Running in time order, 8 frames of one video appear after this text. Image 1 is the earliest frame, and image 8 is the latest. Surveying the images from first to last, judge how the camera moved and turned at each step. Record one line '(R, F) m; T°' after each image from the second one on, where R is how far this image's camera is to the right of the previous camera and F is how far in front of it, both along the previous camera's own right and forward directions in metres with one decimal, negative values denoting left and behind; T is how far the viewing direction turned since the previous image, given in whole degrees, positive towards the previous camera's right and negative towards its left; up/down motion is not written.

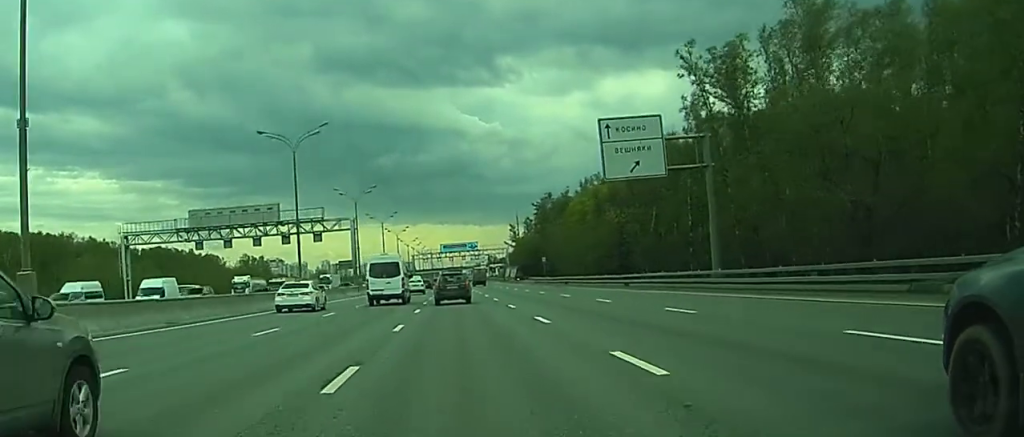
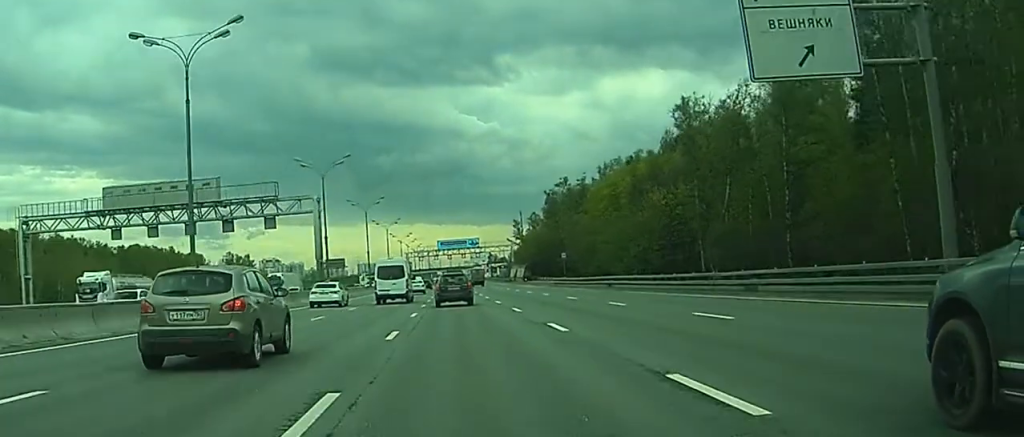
(0.0, +27.7) m; 0°
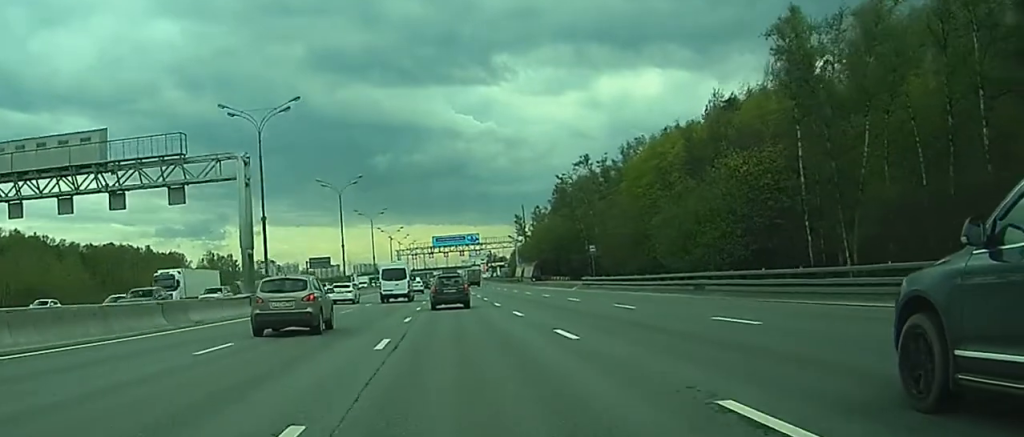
(0.0, +26.6) m; 0°
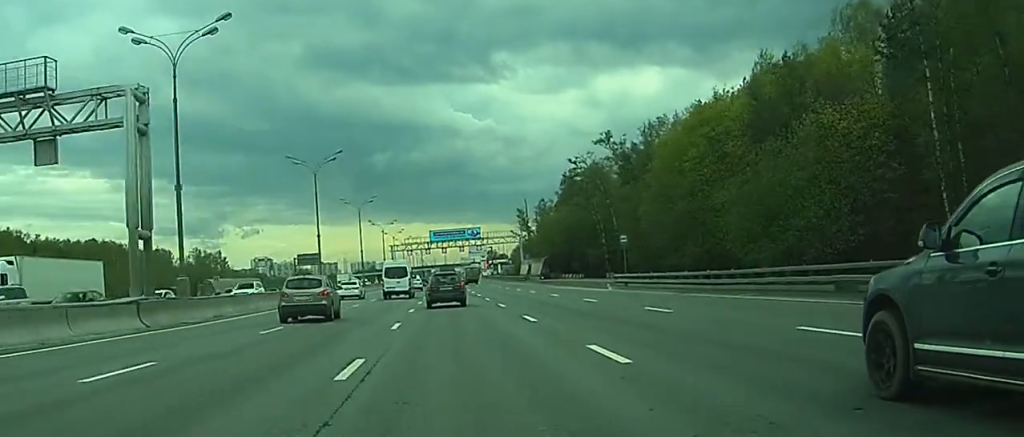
(0.0, +17.5) m; 0°
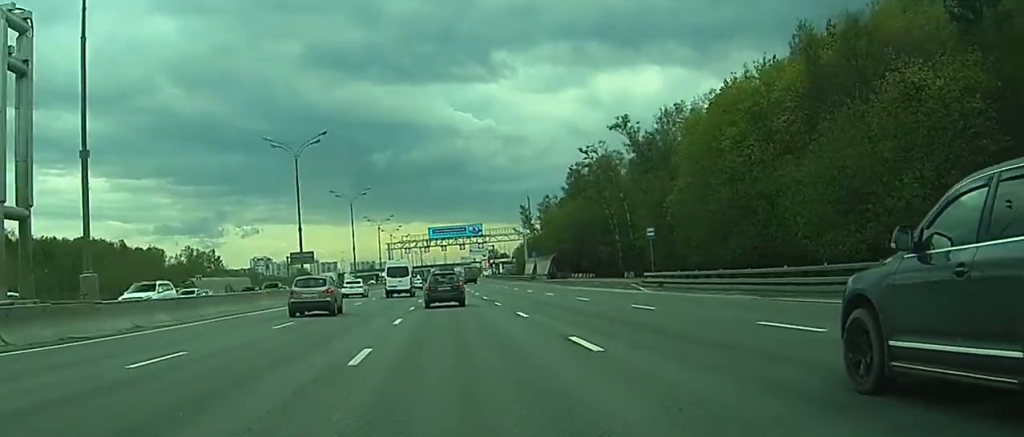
(0.0, +10.1) m; 0°
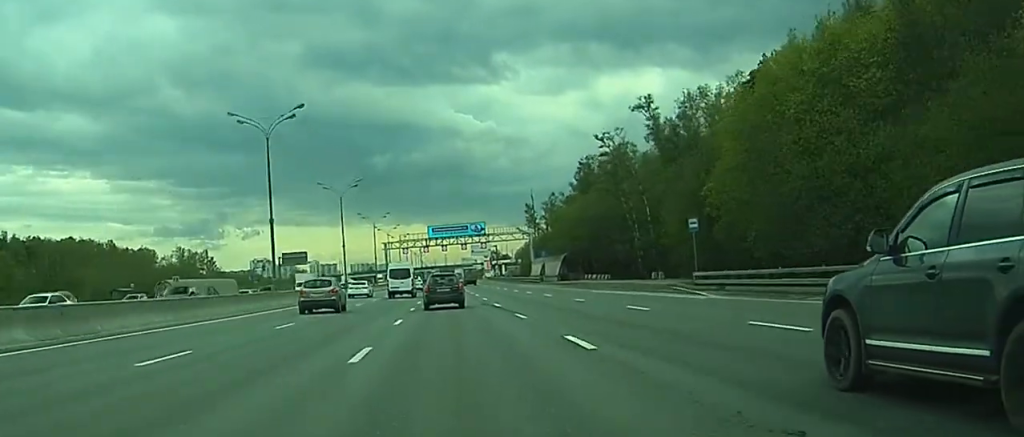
(0.0, +11.5) m; 0°
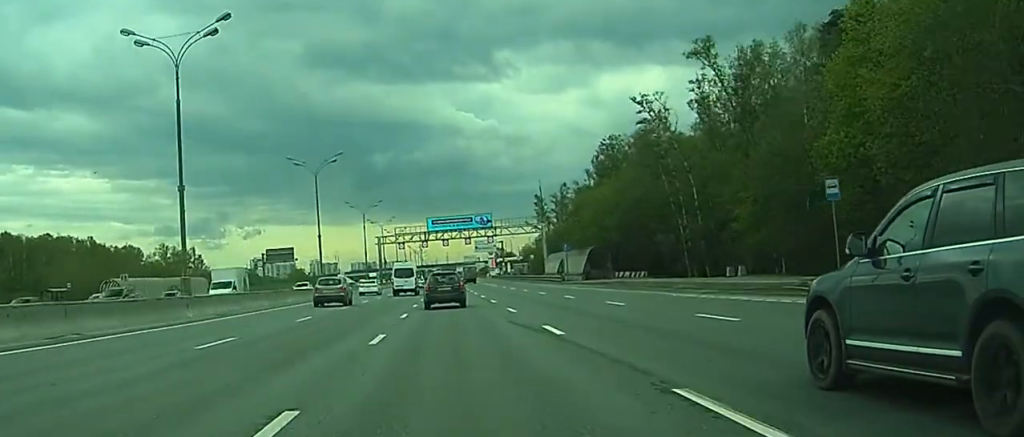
(-0.1, +19.9) m; -1°
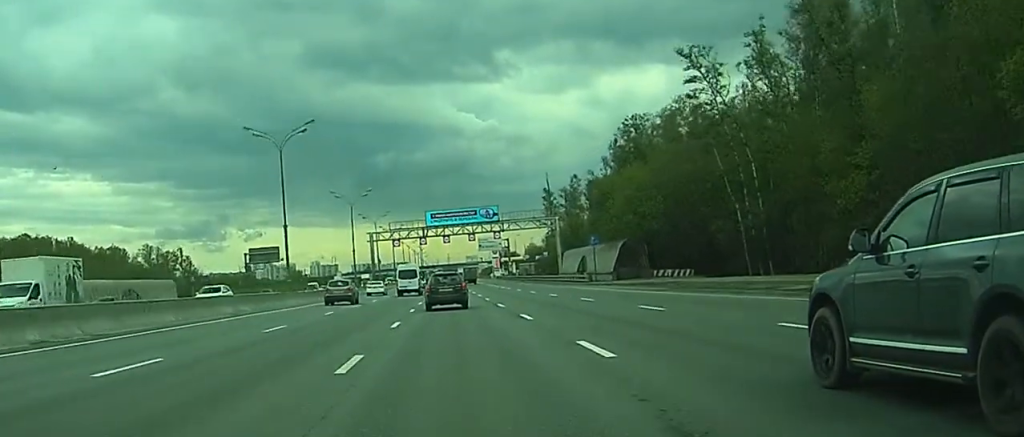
(0.0, +16.9) m; 0°
